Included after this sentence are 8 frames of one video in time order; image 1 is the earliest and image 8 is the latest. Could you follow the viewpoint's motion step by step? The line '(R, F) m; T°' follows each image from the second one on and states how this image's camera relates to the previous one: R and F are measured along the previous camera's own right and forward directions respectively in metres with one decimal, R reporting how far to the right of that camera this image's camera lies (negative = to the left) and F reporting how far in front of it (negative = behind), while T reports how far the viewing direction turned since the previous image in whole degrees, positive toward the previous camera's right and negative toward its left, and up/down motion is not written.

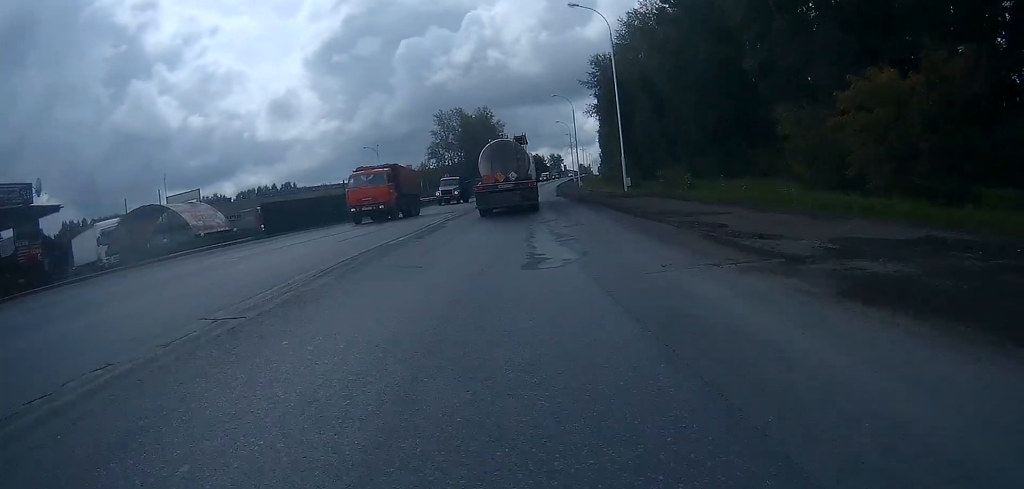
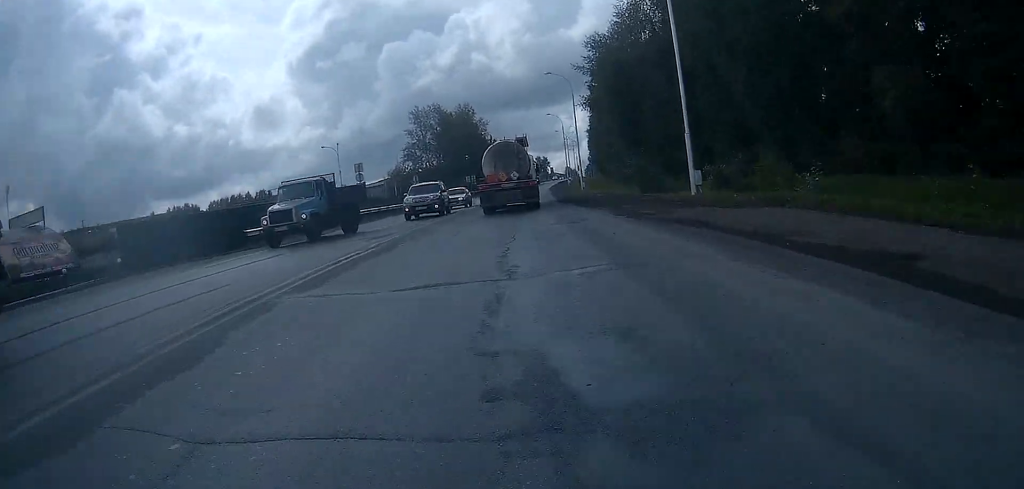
(+0.2, +14.1) m; +1°
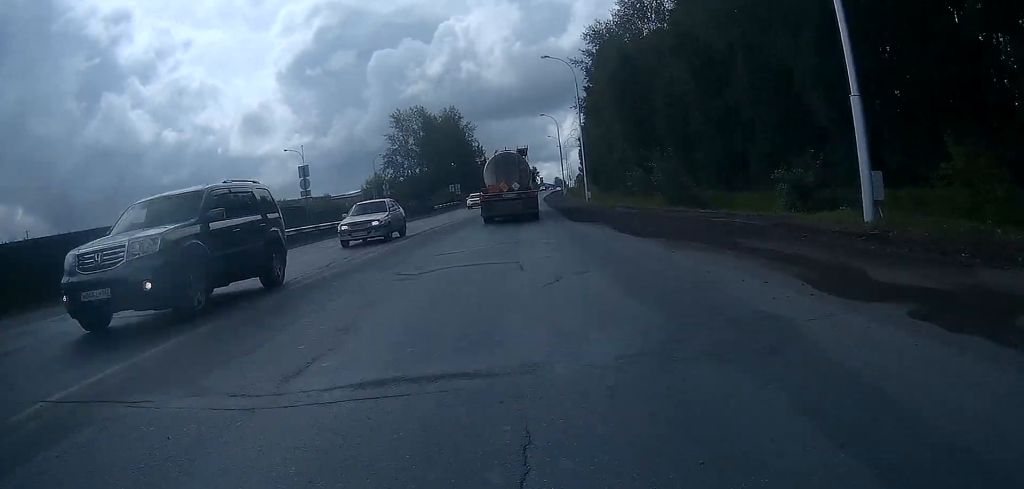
(0.0, +10.6) m; +1°
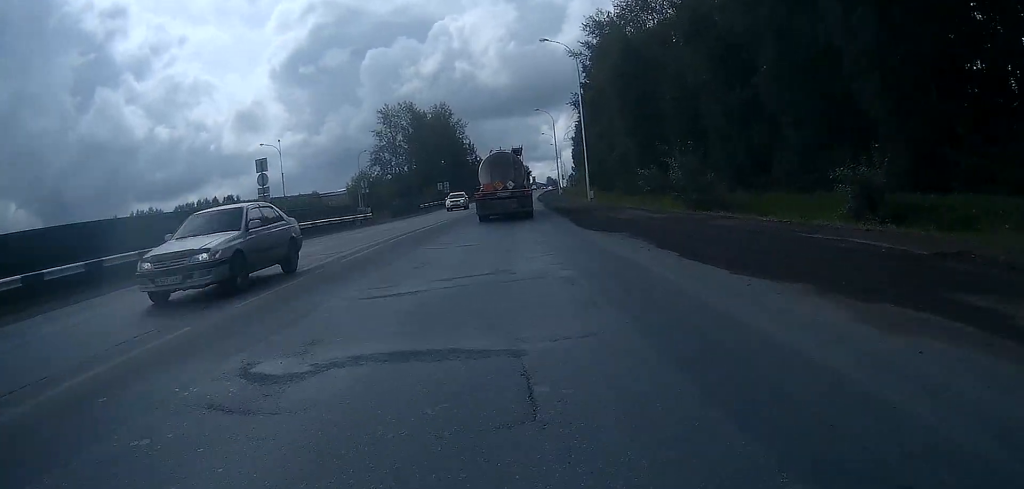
(0.0, +5.2) m; +1°
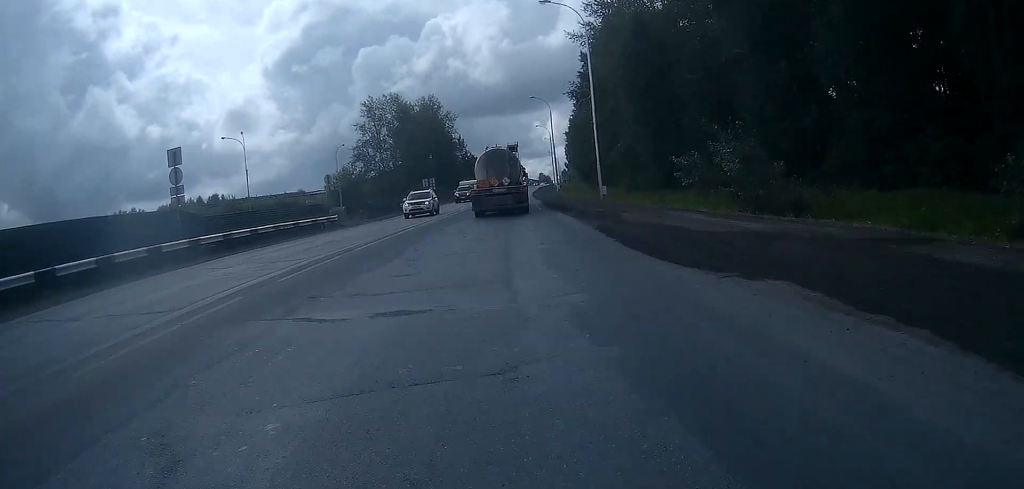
(+0.1, +7.4) m; 0°
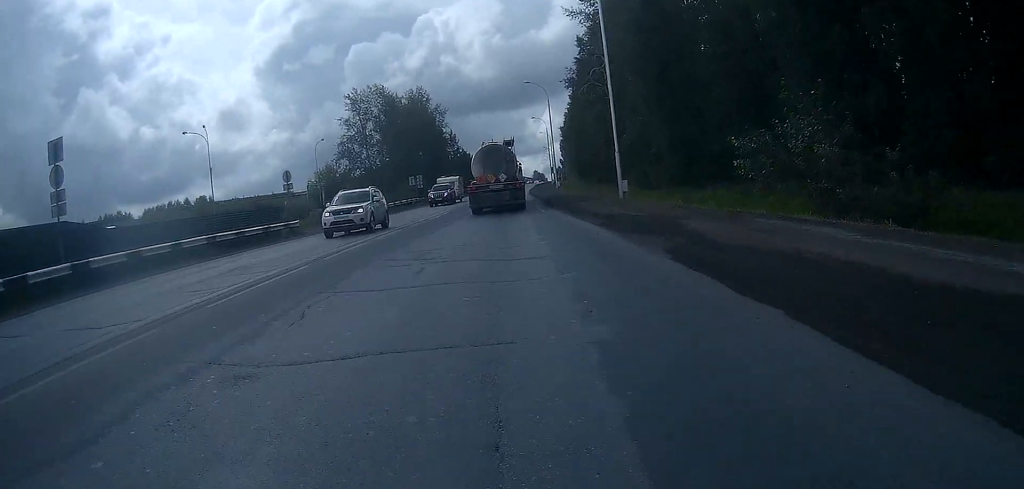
(0.0, +6.4) m; 0°
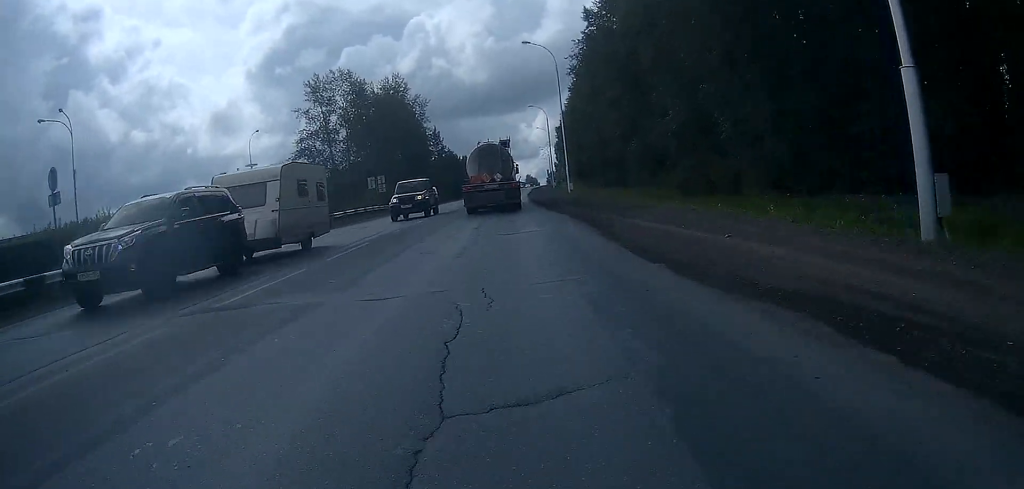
(+0.2, +17.7) m; +2°
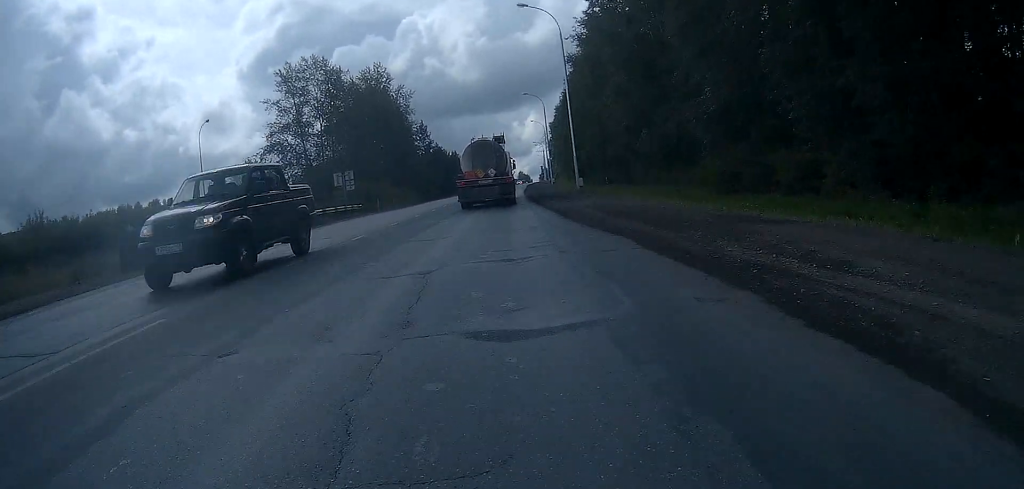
(0.0, +8.8) m; +1°
